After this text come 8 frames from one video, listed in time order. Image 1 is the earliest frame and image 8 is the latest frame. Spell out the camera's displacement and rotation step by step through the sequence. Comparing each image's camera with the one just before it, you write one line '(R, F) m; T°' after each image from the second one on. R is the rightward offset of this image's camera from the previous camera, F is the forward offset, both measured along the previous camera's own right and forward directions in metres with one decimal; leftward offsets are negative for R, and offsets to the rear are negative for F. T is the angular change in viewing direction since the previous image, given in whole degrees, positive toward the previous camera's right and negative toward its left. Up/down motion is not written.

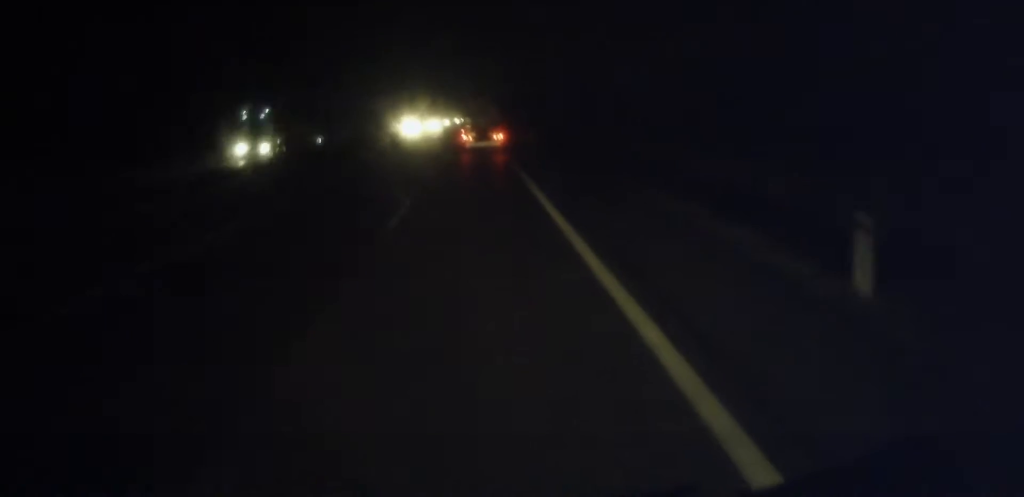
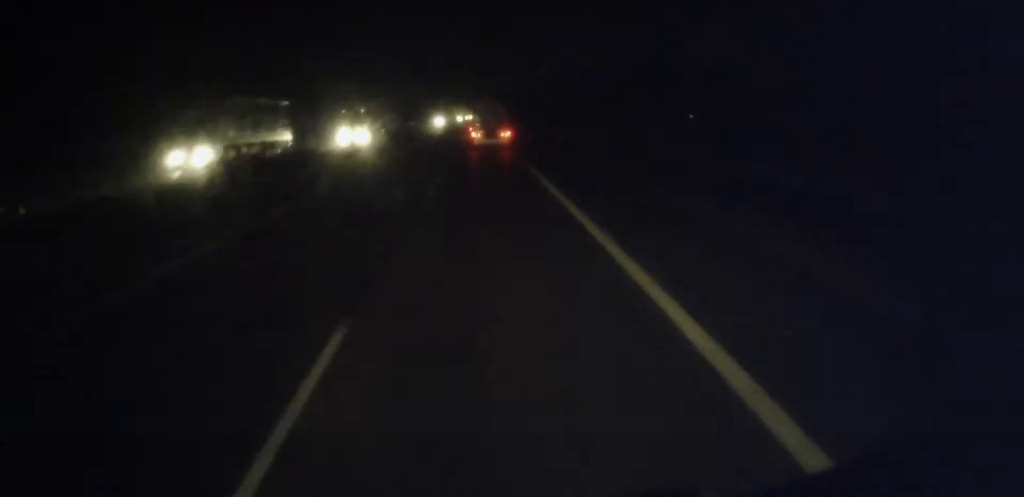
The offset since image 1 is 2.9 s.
(-0.5, +68.9) m; 0°
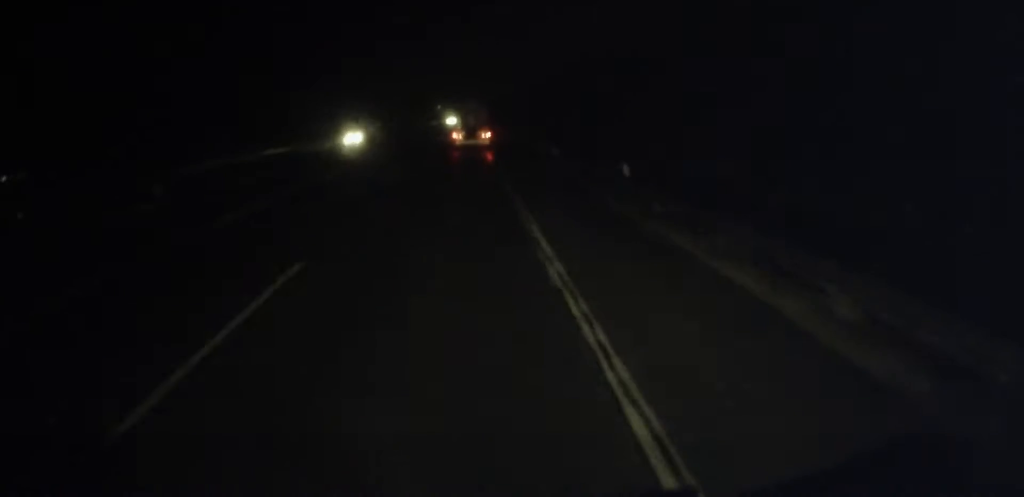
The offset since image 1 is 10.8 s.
(+1.2, +183.8) m; 0°
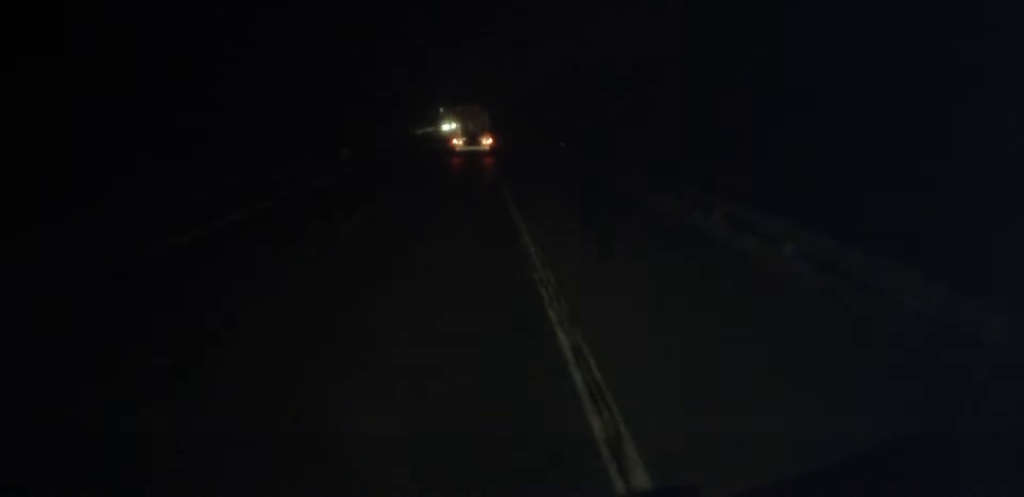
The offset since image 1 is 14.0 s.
(-0.3, +73.9) m; 0°
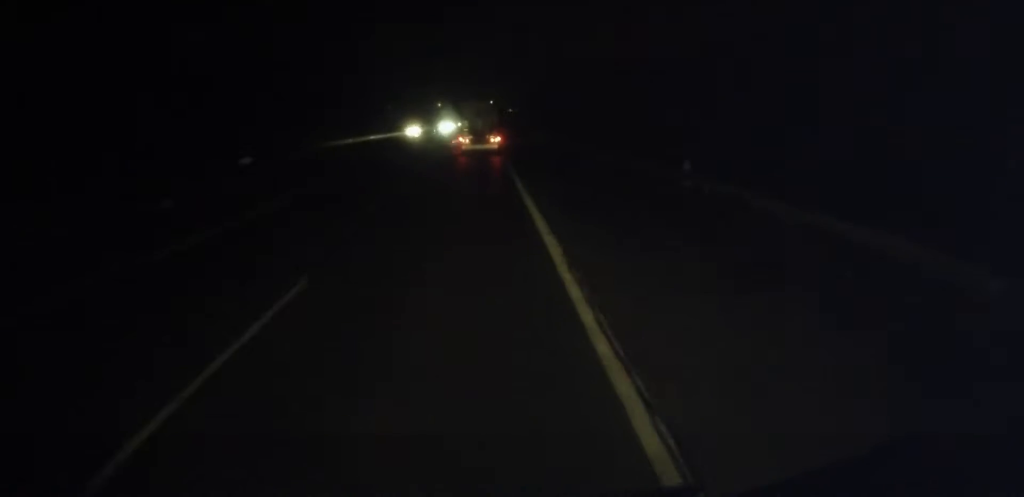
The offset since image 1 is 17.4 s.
(-0.3, +77.9) m; 0°
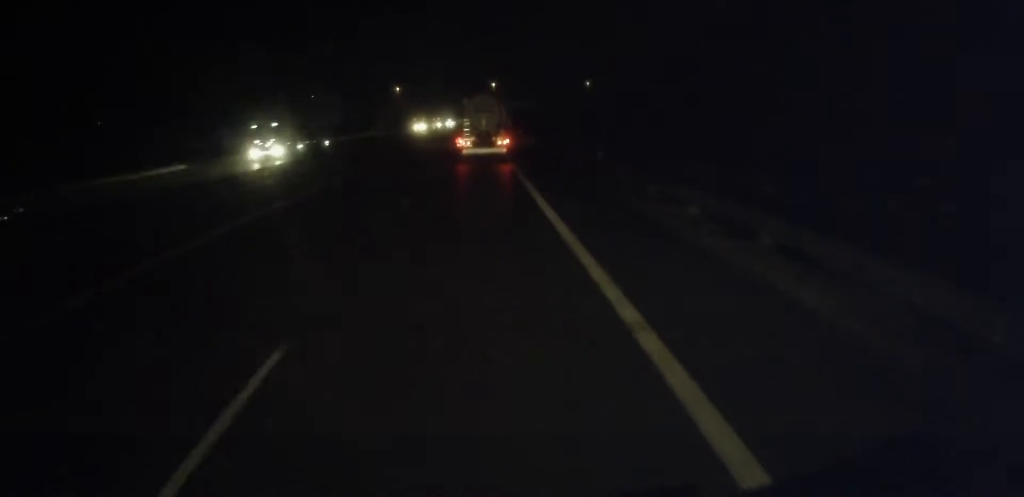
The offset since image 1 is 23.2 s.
(-0.6, +138.1) m; 0°
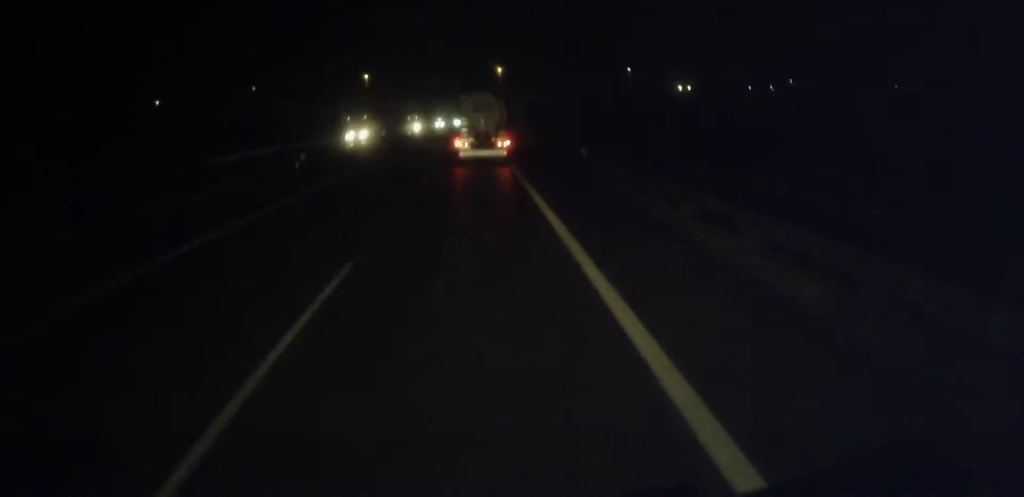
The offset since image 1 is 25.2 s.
(+0.3, +47.0) m; 0°
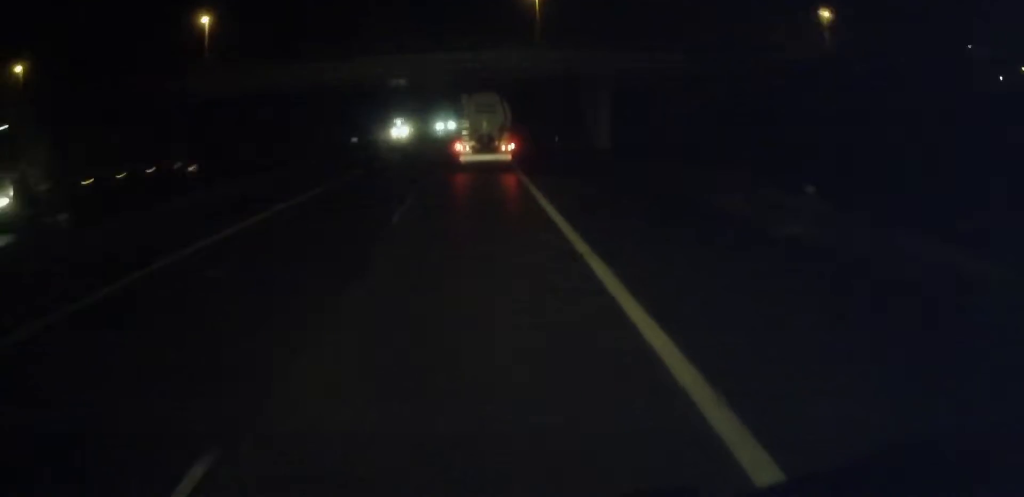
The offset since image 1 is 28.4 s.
(+0.2, +75.1) m; 0°
